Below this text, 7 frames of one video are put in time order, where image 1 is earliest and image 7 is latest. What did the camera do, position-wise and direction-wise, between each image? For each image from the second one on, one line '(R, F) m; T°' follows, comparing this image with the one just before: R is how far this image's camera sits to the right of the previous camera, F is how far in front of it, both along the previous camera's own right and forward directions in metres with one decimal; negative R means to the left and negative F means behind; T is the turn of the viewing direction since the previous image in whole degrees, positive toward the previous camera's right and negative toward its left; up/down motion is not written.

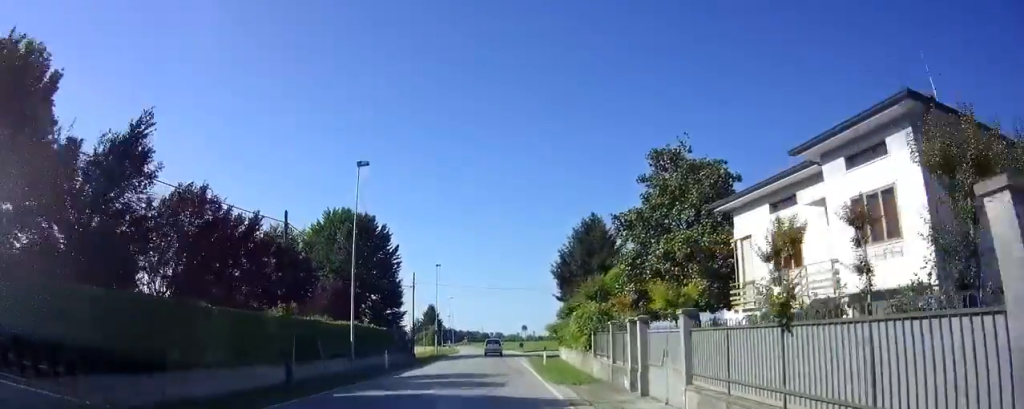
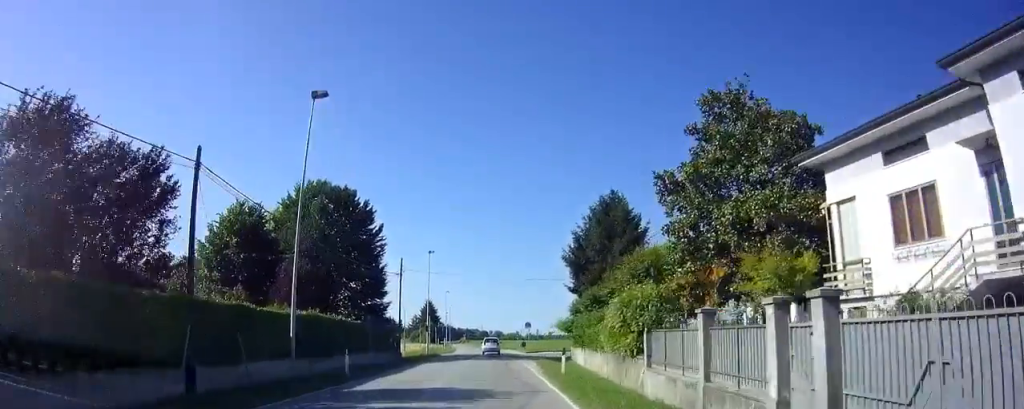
(0.0, +8.0) m; 0°
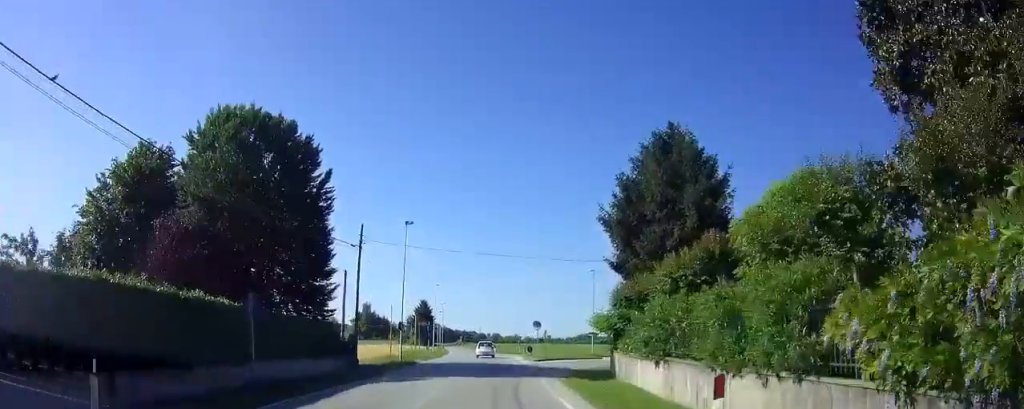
(0.0, +12.3) m; 0°
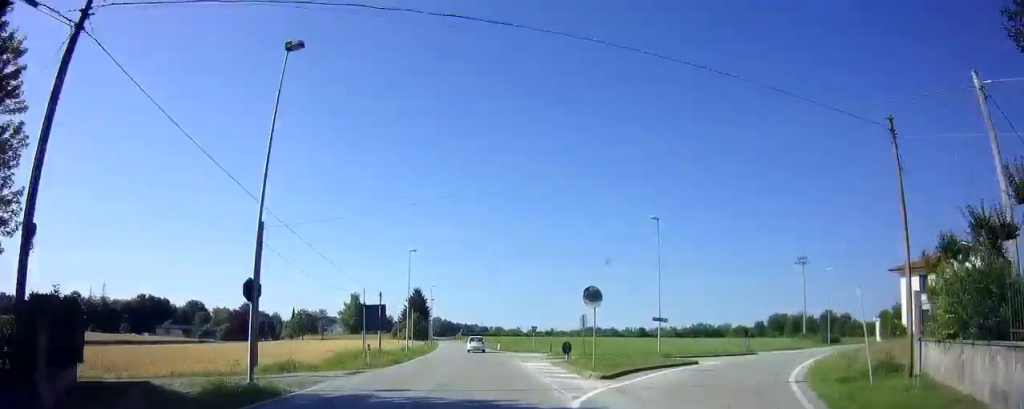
(-0.2, +23.0) m; -1°
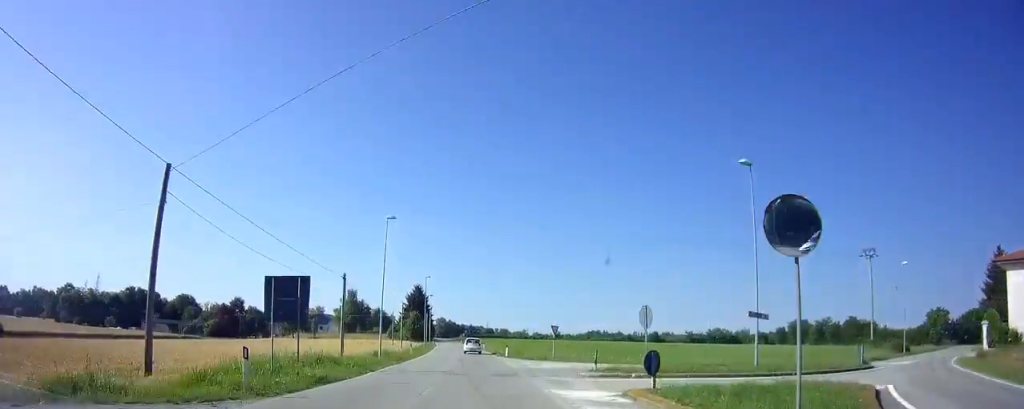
(-0.1, +12.4) m; -1°
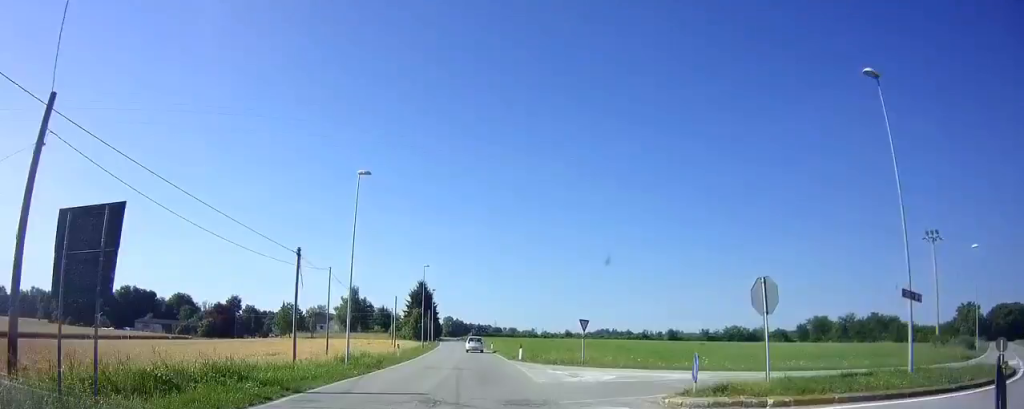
(-0.1, +10.4) m; -1°
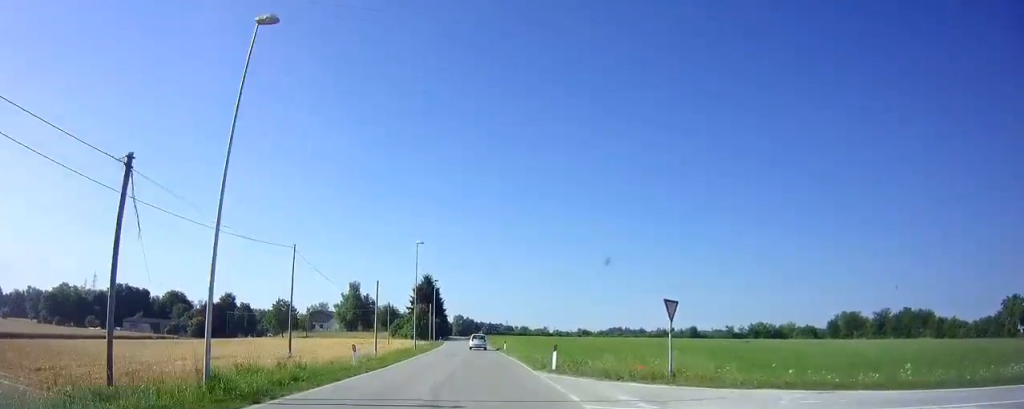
(-0.1, +13.2) m; -1°
